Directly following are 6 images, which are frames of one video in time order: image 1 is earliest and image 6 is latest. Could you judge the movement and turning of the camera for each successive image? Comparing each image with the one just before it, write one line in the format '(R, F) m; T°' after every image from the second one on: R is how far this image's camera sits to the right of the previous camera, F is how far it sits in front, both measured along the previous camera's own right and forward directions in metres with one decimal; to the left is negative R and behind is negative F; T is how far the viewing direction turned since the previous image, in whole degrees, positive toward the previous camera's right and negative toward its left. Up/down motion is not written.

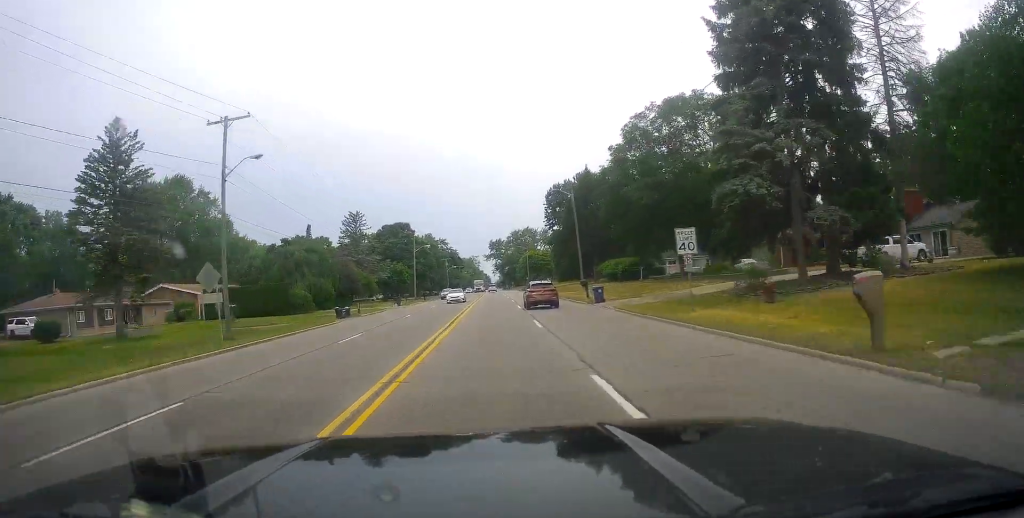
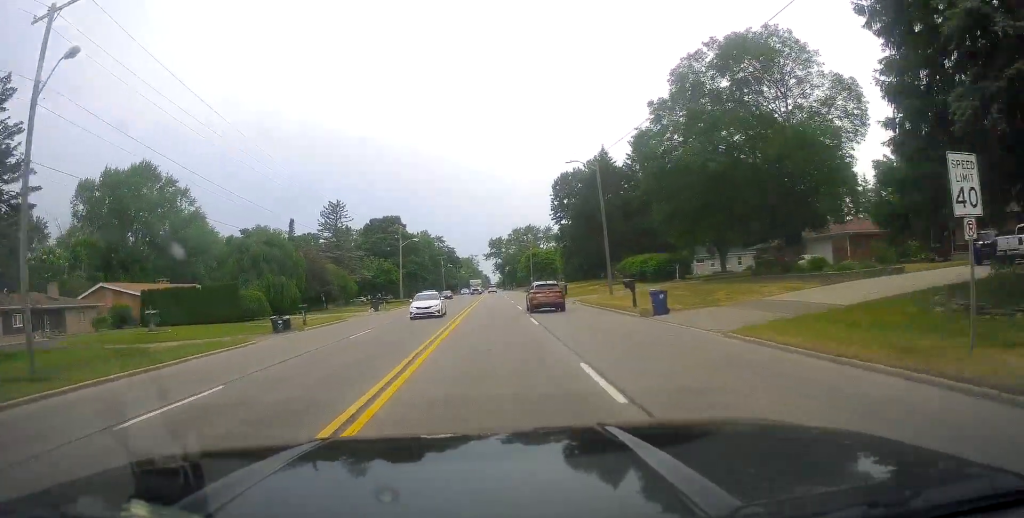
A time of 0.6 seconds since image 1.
(-0.1, +13.6) m; 0°
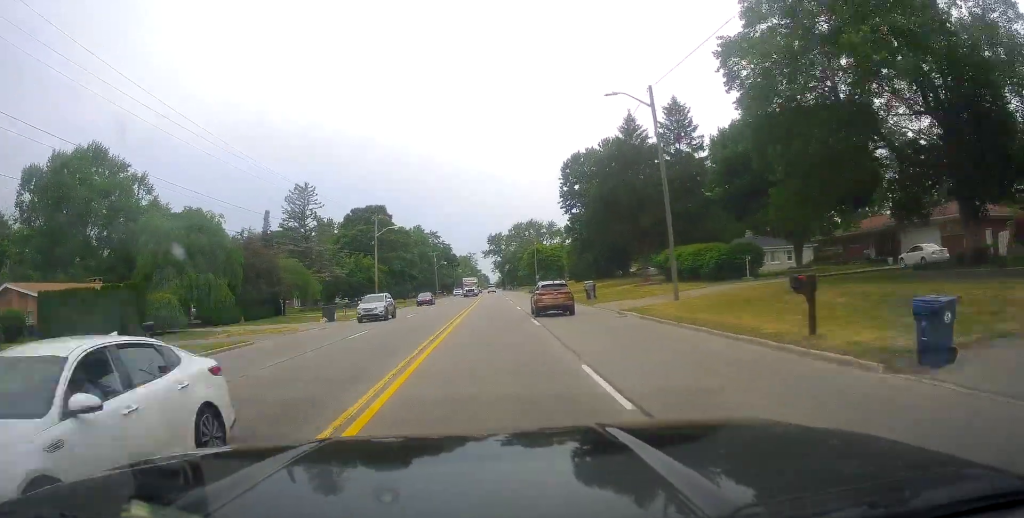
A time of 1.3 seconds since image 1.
(+0.2, +16.0) m; +1°
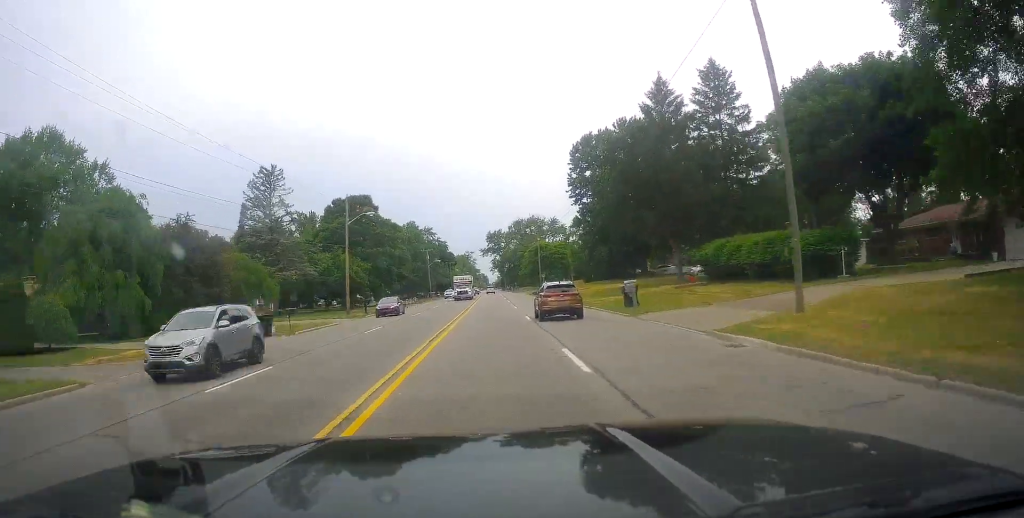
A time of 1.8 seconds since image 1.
(+0.2, +12.3) m; 0°
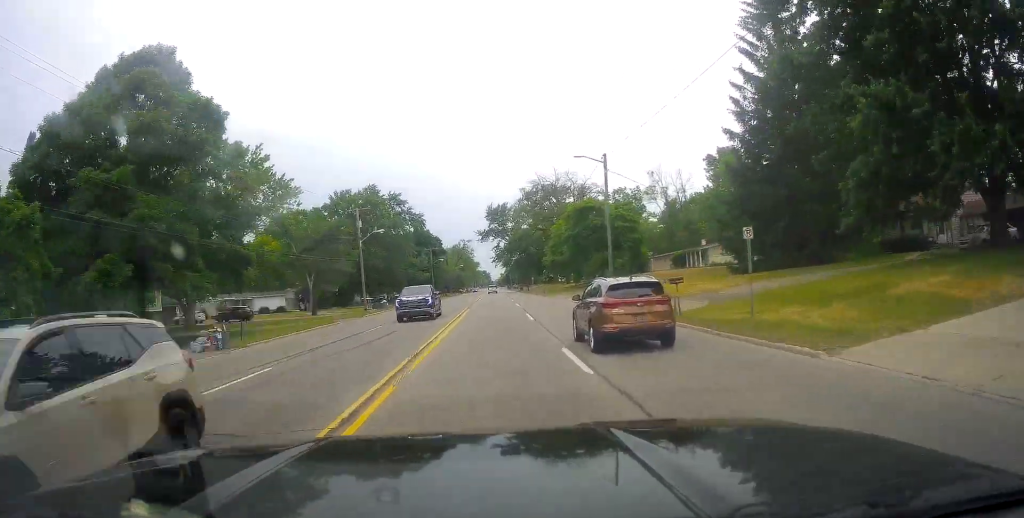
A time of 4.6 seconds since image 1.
(-1.6, +62.3) m; 0°
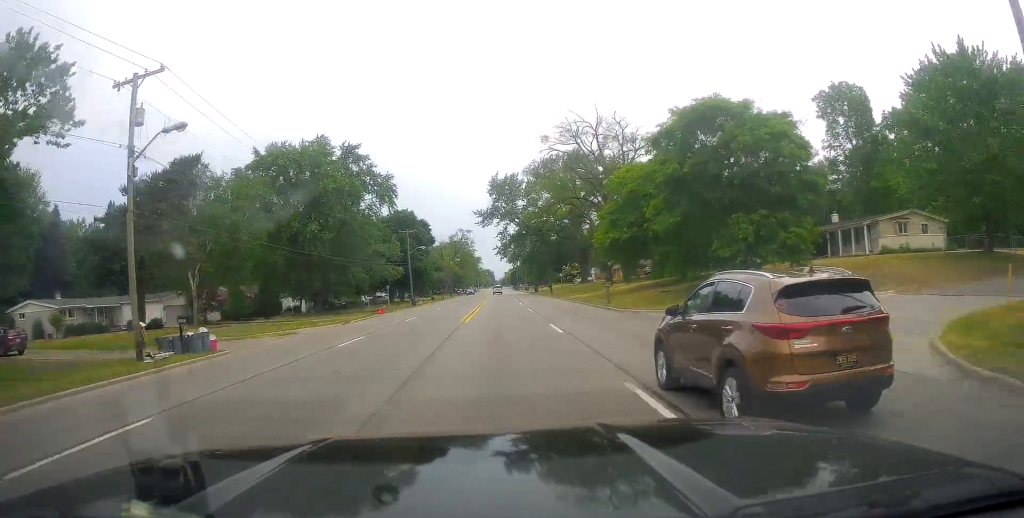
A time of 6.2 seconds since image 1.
(+0.6, +37.5) m; +1°
